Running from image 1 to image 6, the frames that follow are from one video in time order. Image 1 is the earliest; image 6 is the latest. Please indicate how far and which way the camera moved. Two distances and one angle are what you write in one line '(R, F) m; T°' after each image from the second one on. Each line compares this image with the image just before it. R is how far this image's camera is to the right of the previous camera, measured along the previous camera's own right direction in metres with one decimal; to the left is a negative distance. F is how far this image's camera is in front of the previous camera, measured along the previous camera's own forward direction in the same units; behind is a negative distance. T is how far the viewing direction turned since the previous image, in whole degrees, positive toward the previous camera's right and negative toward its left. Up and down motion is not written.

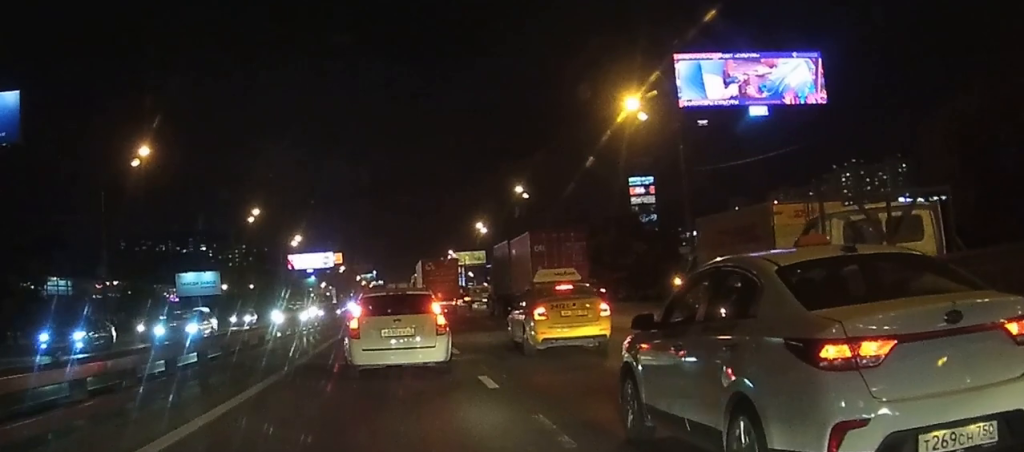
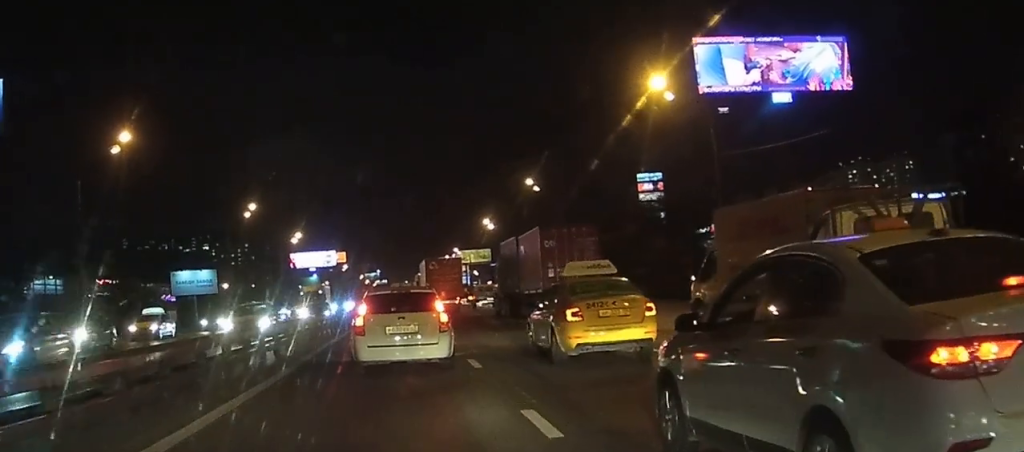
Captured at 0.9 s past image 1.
(0.0, +4.4) m; 0°
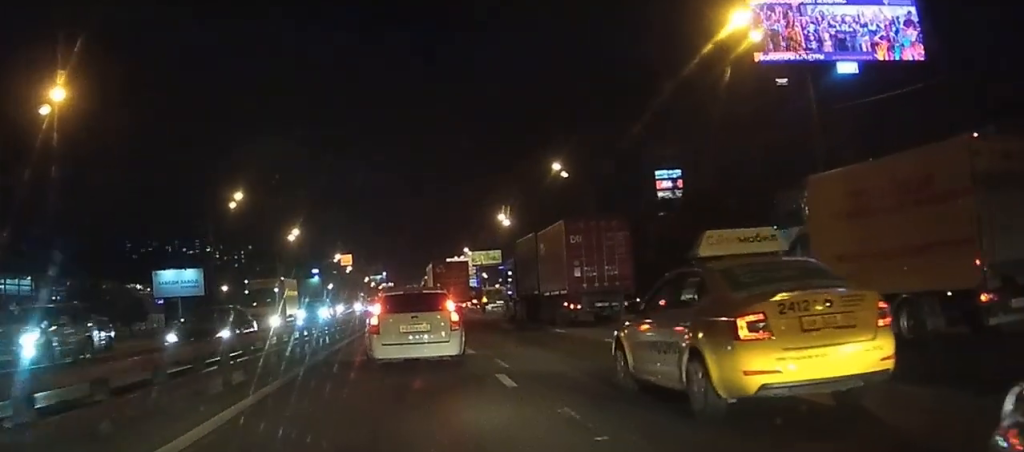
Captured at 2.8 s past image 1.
(-0.4, +10.2) m; -3°
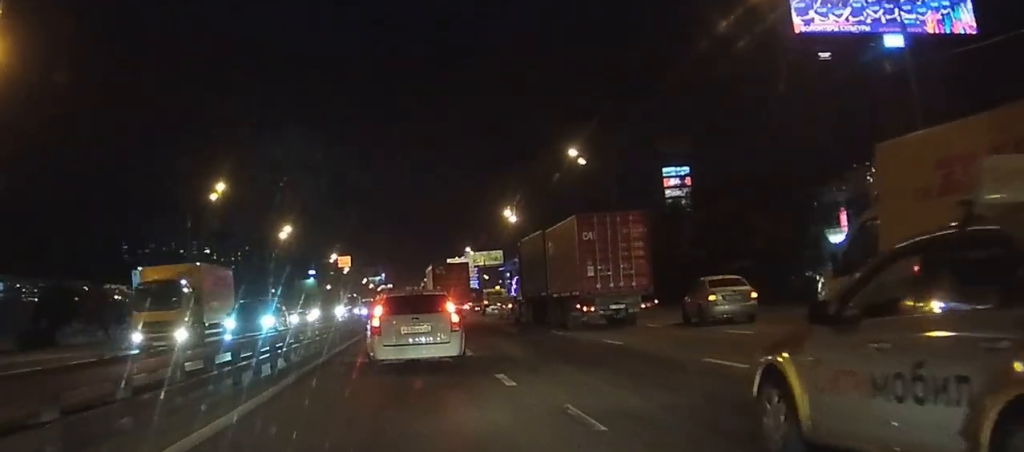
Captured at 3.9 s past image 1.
(0.0, +6.8) m; 0°
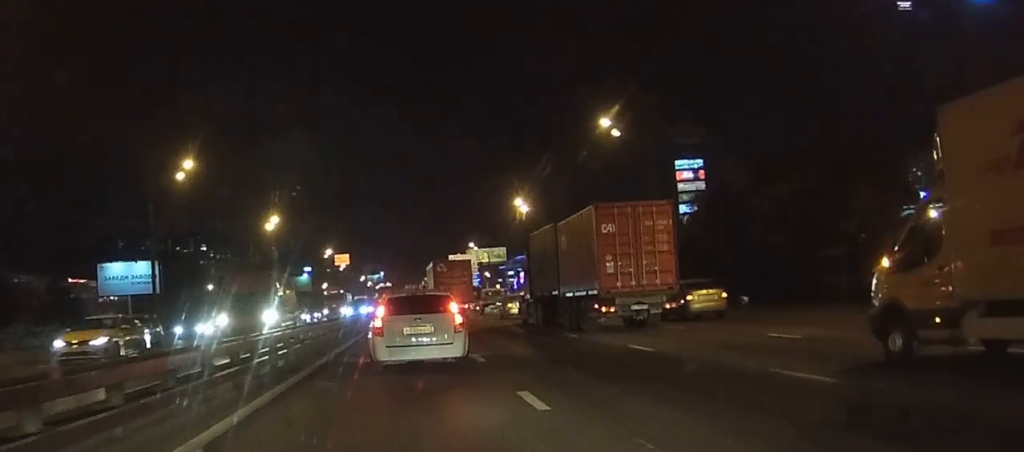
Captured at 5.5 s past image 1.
(-0.1, +9.7) m; -2°
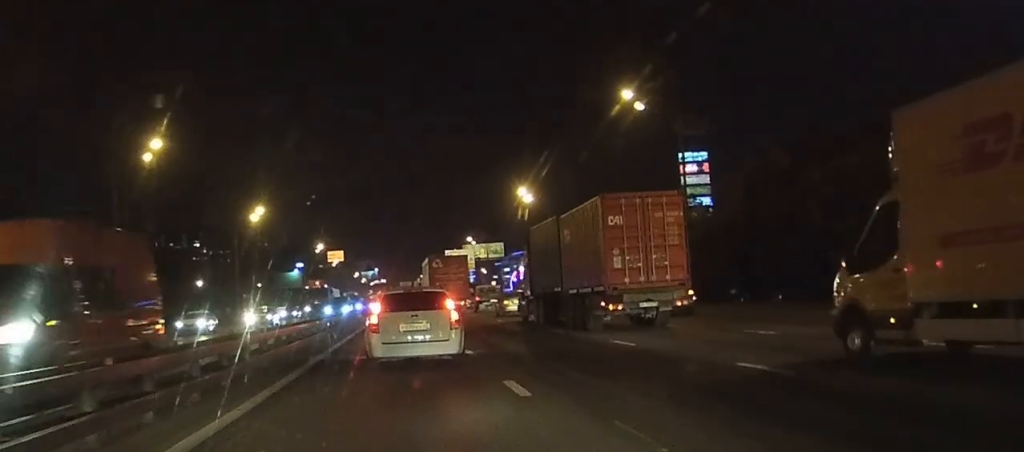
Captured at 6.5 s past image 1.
(-0.2, +6.2) m; 0°
